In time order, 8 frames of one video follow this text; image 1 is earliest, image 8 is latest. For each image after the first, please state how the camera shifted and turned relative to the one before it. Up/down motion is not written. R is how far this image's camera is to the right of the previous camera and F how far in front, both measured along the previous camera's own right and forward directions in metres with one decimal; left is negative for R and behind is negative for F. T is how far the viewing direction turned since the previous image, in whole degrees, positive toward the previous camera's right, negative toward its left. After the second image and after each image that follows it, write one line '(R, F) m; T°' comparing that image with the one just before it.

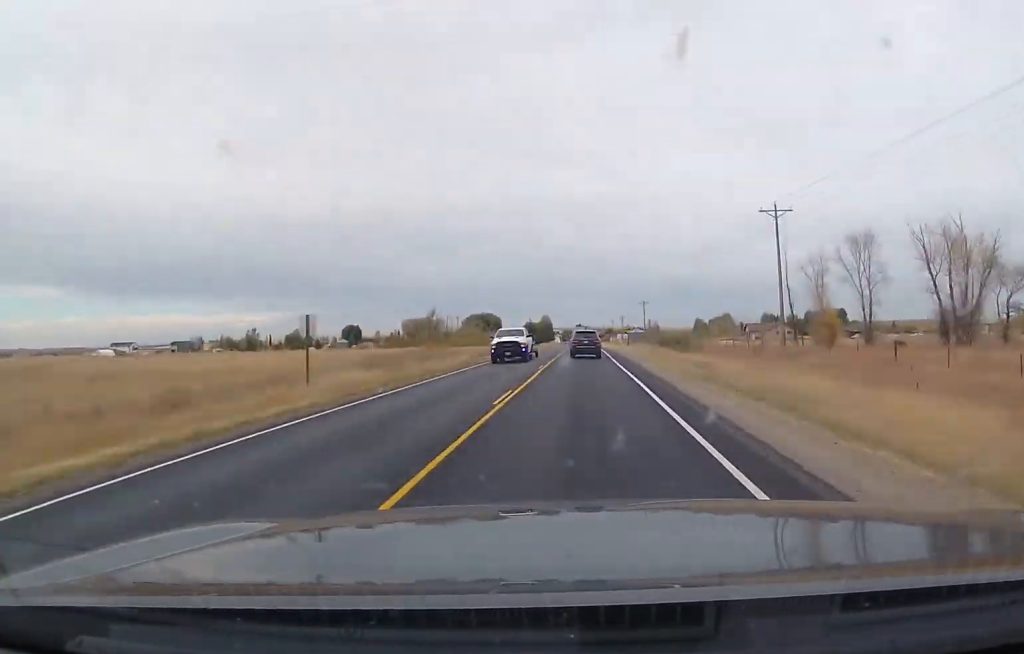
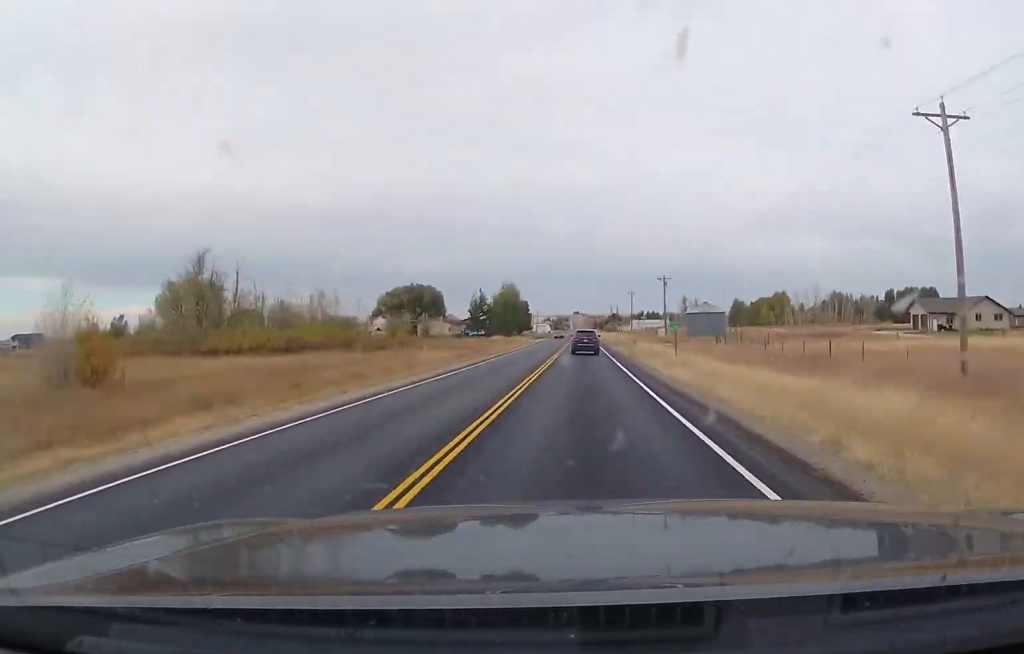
(+0.3, +136.5) m; 0°
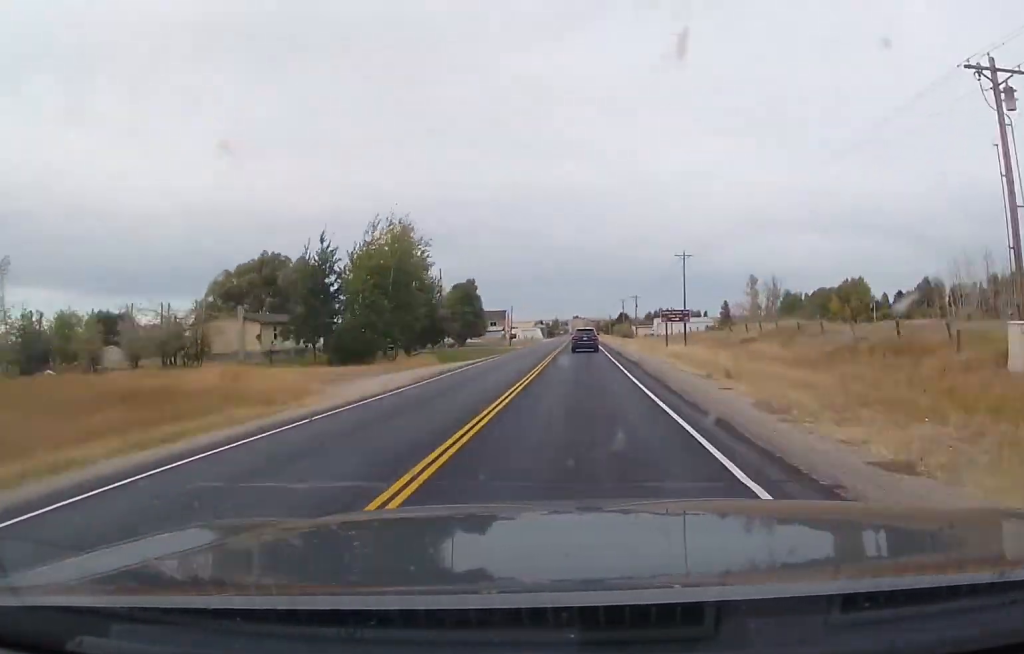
(0.0, +101.2) m; 0°
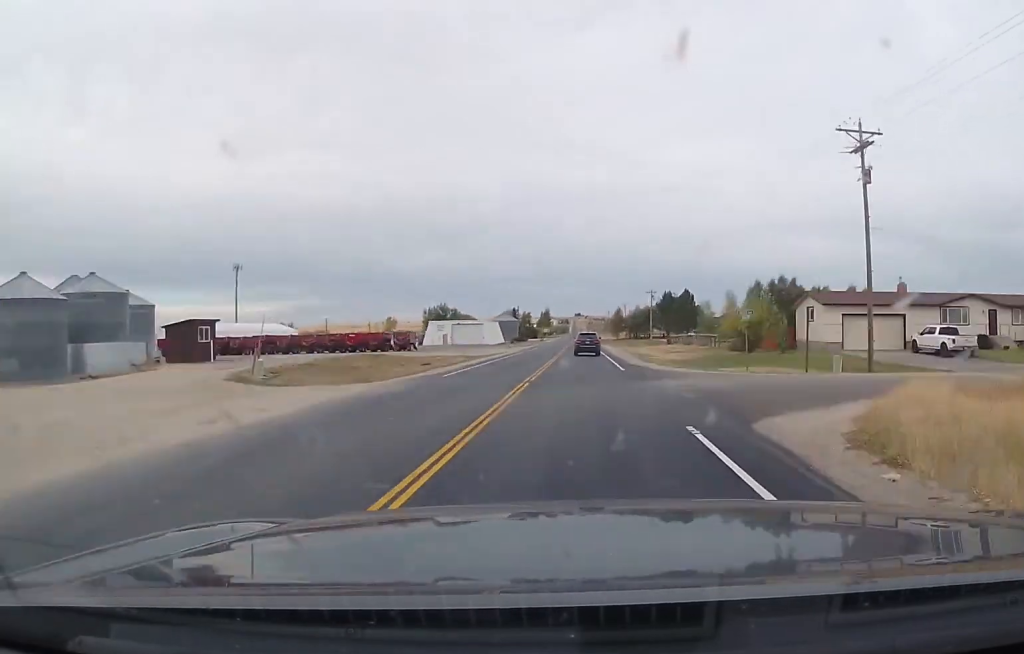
(-0.2, +178.1) m; 0°
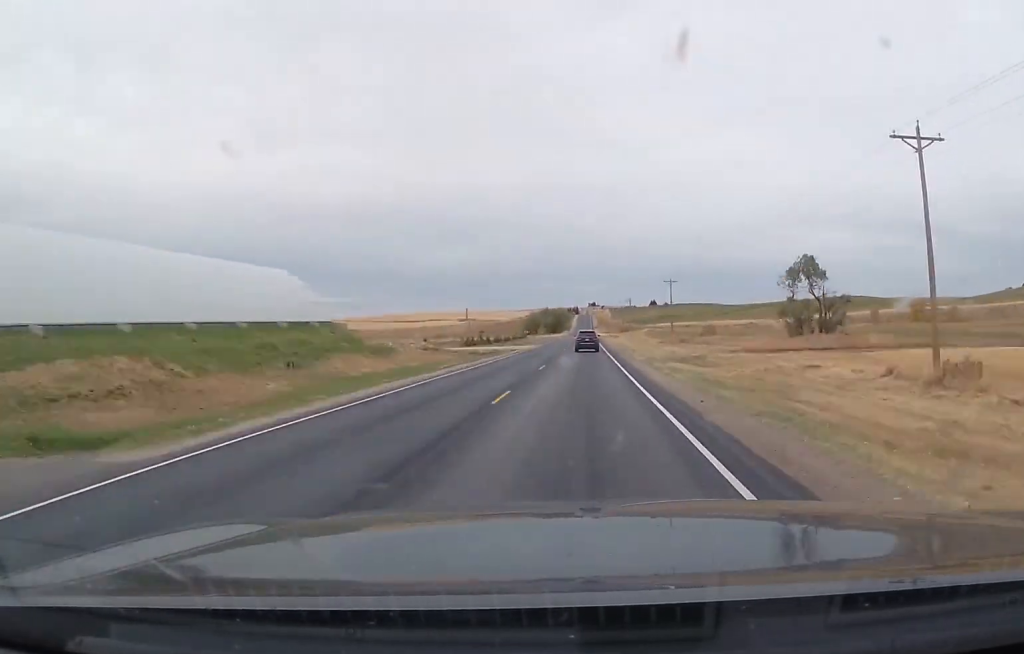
(-3.7, +555.3) m; -1°
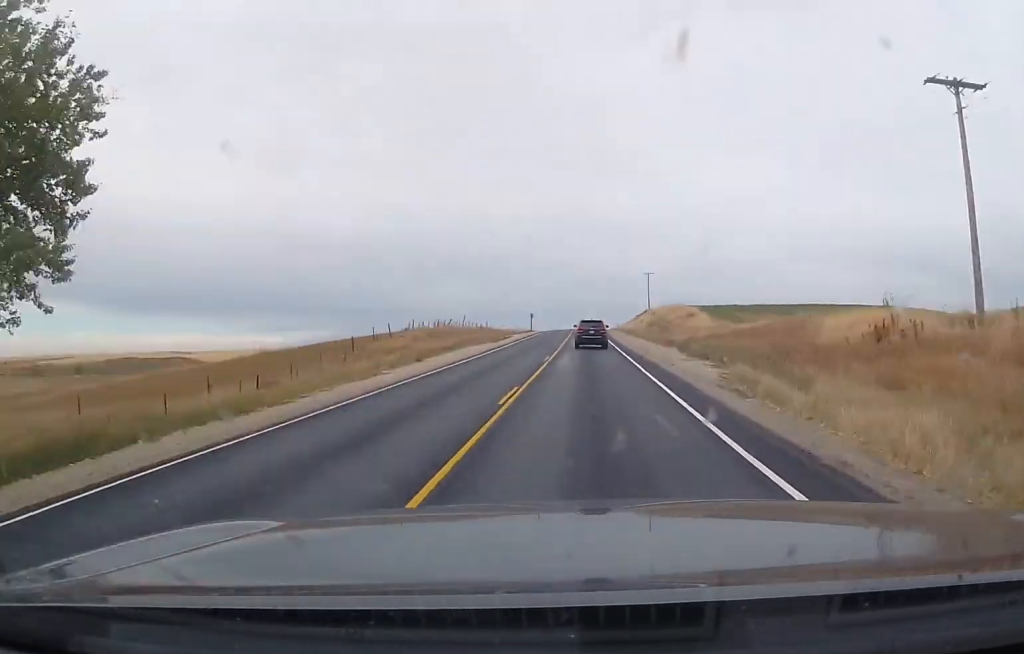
(-0.4, +347.2) m; 0°
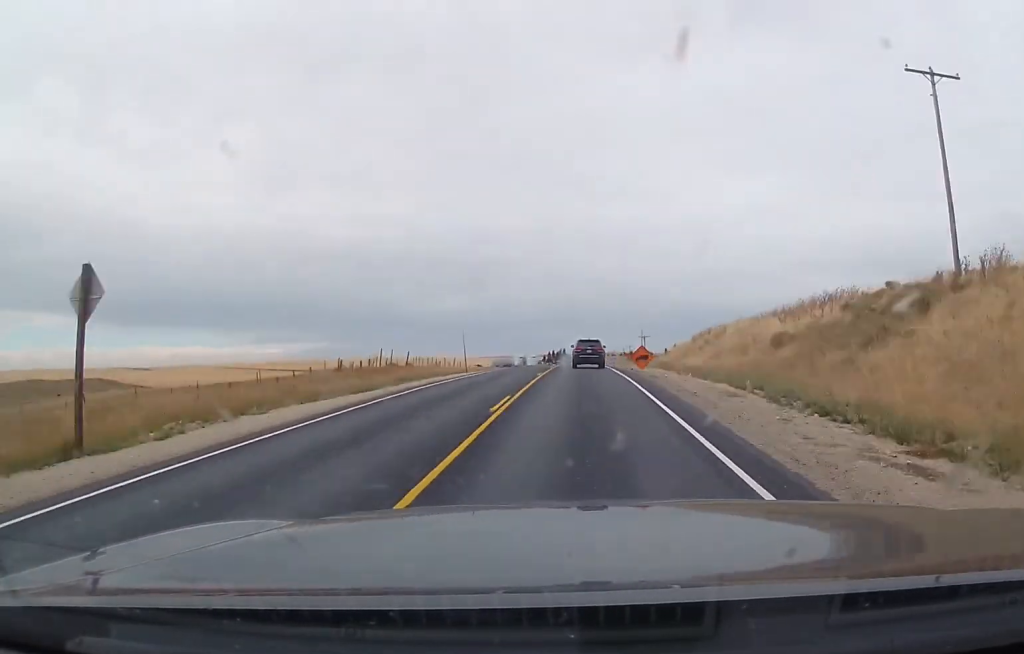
(+0.2, +119.4) m; 0°
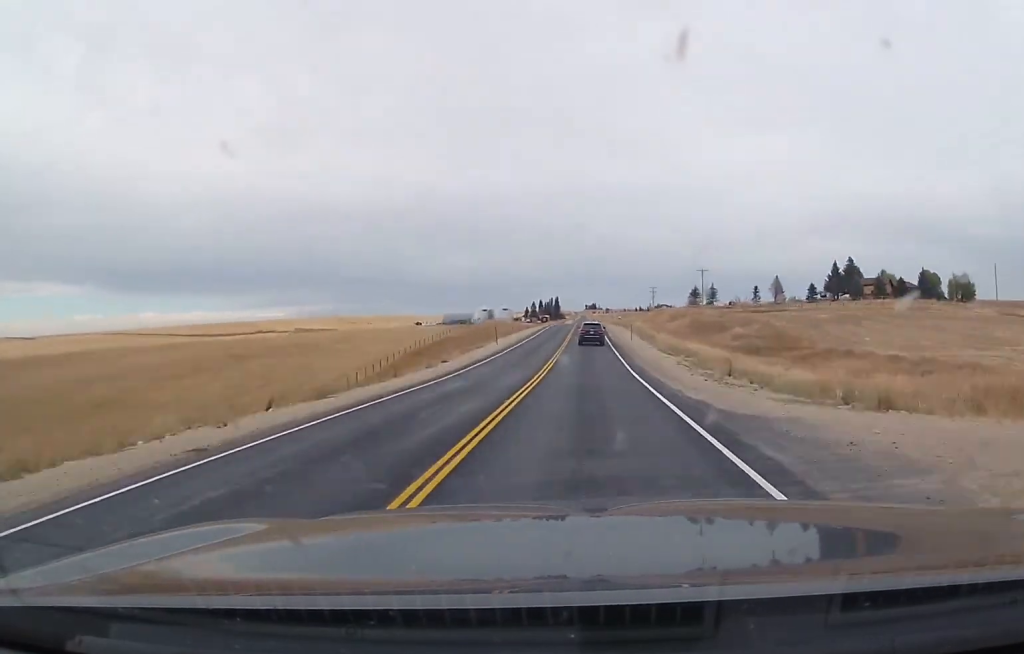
(+0.1, +248.0) m; 0°
